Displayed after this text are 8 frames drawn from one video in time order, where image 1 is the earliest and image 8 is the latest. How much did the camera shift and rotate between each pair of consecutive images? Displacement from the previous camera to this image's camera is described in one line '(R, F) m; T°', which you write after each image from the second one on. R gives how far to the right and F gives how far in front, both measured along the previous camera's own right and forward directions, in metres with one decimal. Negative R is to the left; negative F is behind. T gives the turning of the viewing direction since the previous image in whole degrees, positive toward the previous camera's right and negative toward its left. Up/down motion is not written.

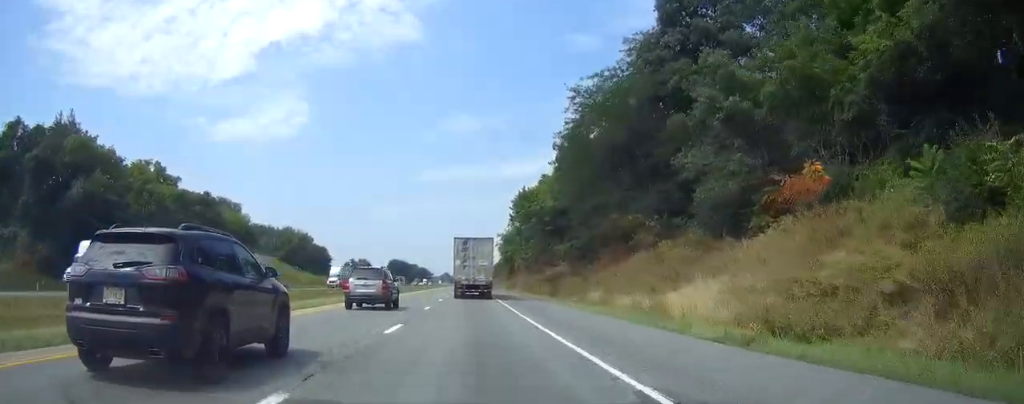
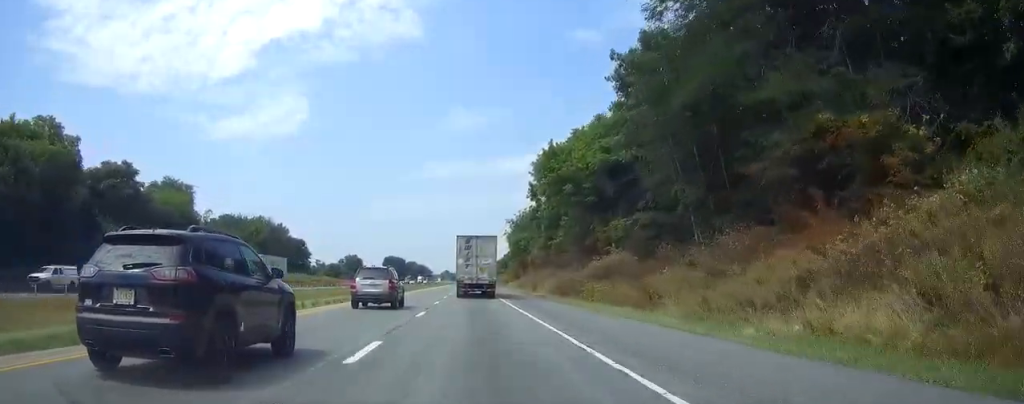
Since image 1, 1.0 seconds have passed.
(0.0, +30.6) m; 0°
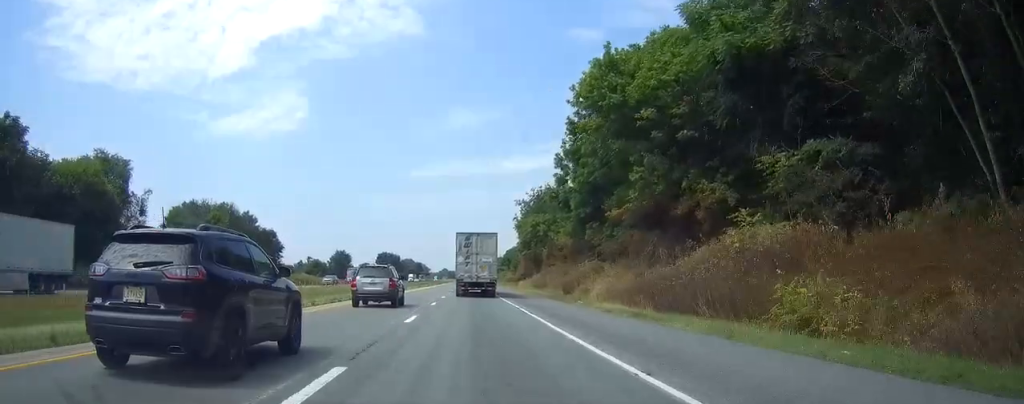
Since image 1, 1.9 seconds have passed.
(0.0, +27.5) m; 0°
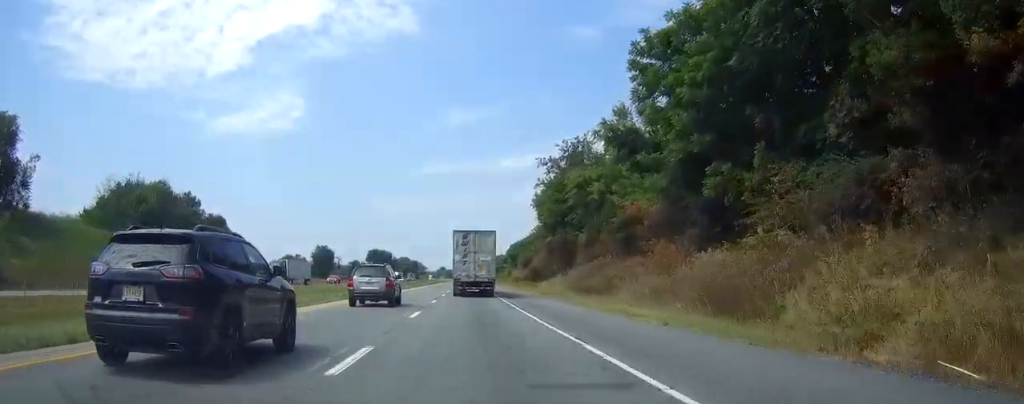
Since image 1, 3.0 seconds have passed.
(0.0, +33.6) m; 0°
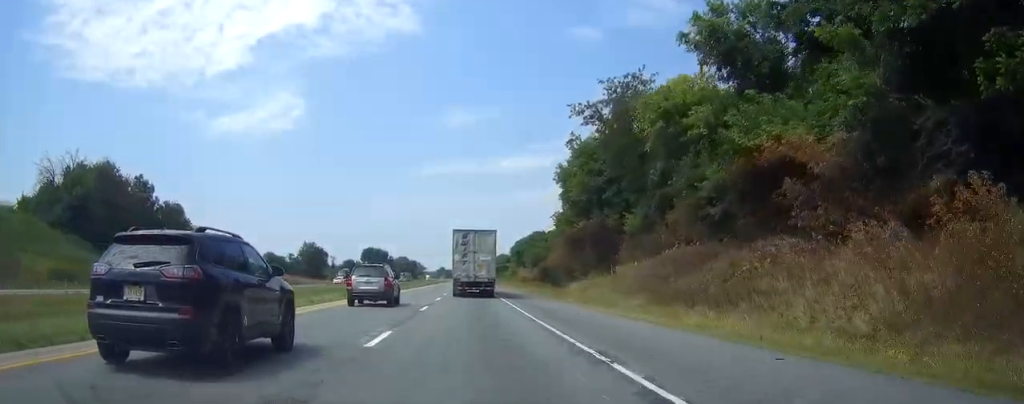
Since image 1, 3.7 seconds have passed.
(0.0, +20.4) m; 0°
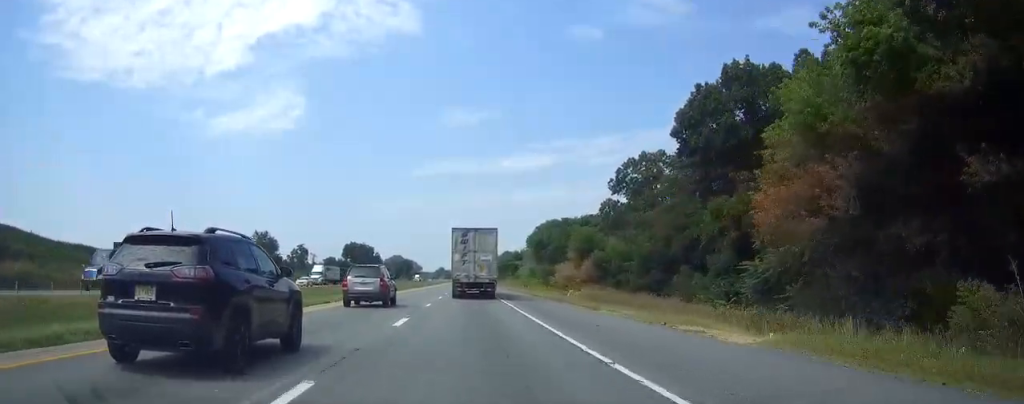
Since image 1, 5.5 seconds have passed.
(0.0, +55.9) m; 0°
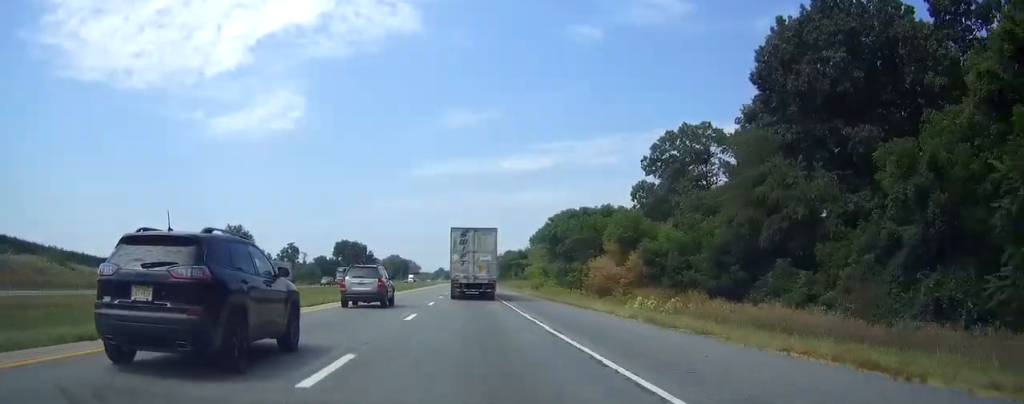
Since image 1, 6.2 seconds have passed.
(0.0, +21.3) m; 0°
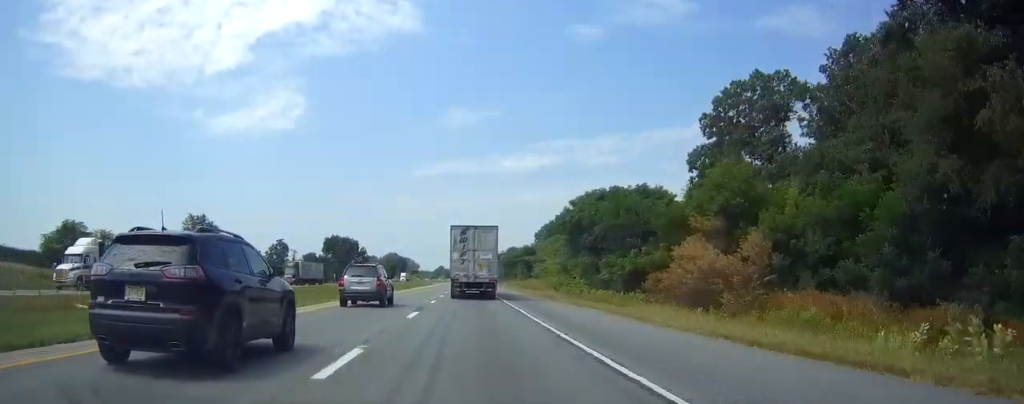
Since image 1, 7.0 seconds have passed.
(0.0, +23.4) m; 0°
